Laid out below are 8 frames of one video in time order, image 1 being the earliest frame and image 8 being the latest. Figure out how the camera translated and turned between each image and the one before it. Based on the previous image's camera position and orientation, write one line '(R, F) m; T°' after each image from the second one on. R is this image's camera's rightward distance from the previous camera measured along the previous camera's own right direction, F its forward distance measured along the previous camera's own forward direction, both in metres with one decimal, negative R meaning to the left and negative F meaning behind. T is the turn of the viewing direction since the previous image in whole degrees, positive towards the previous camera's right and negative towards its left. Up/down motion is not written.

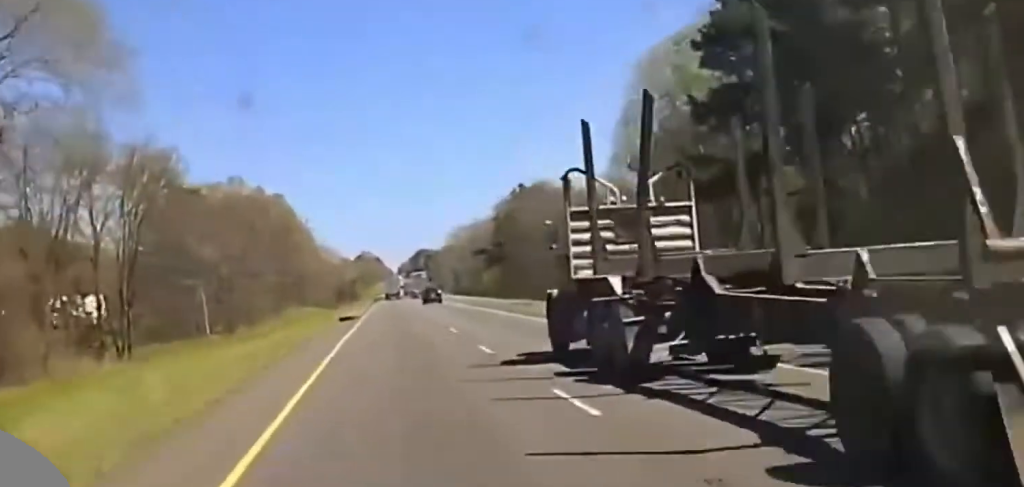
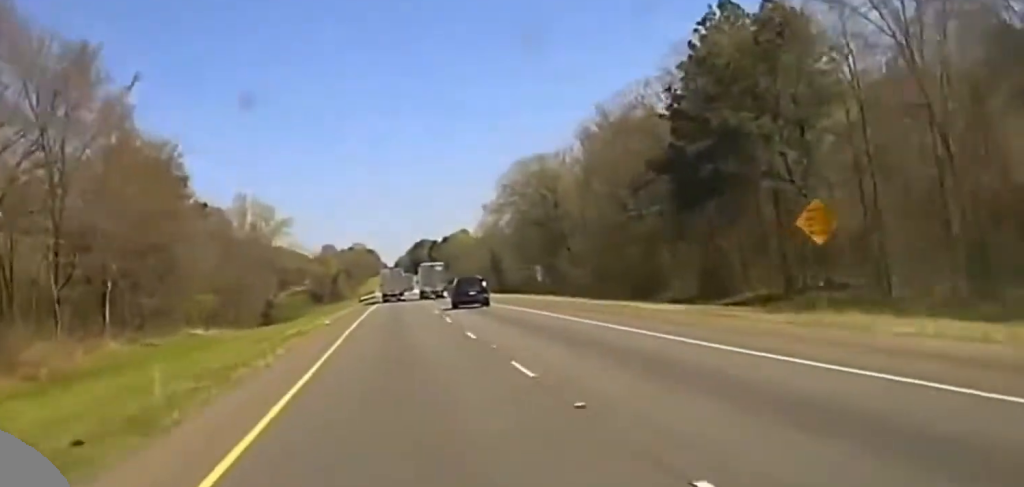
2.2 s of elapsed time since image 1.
(+0.4, +114.4) m; +1°
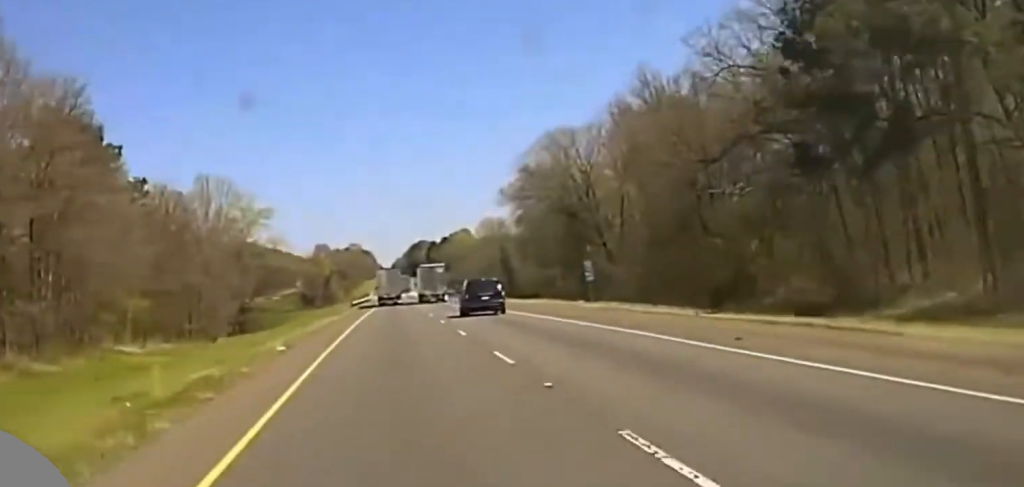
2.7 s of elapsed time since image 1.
(0.0, +21.8) m; 0°
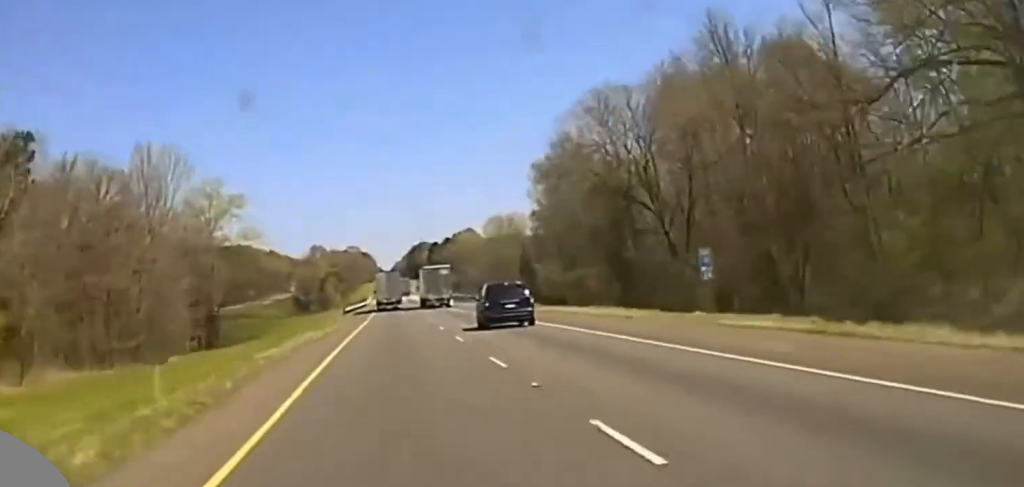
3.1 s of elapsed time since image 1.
(+0.1, +21.7) m; 0°
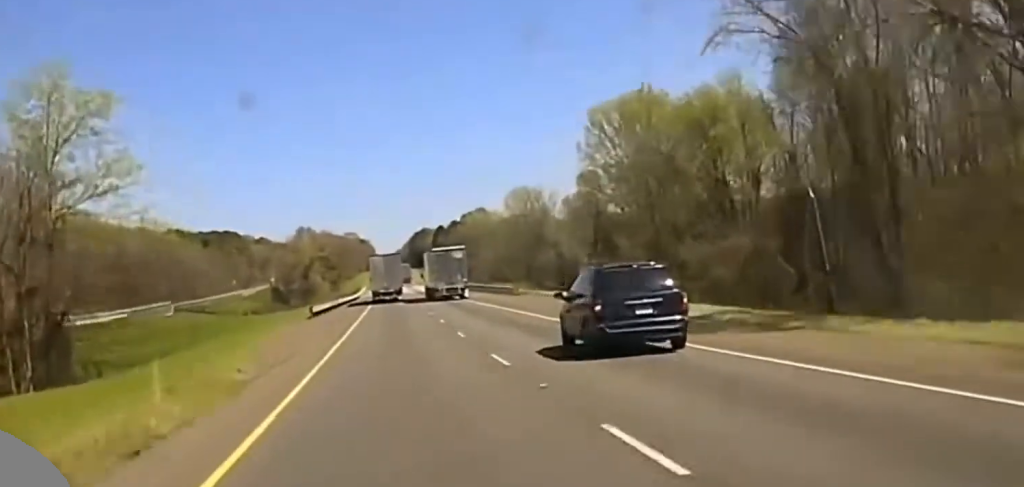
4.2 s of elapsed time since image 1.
(-0.2, +53.3) m; 0°
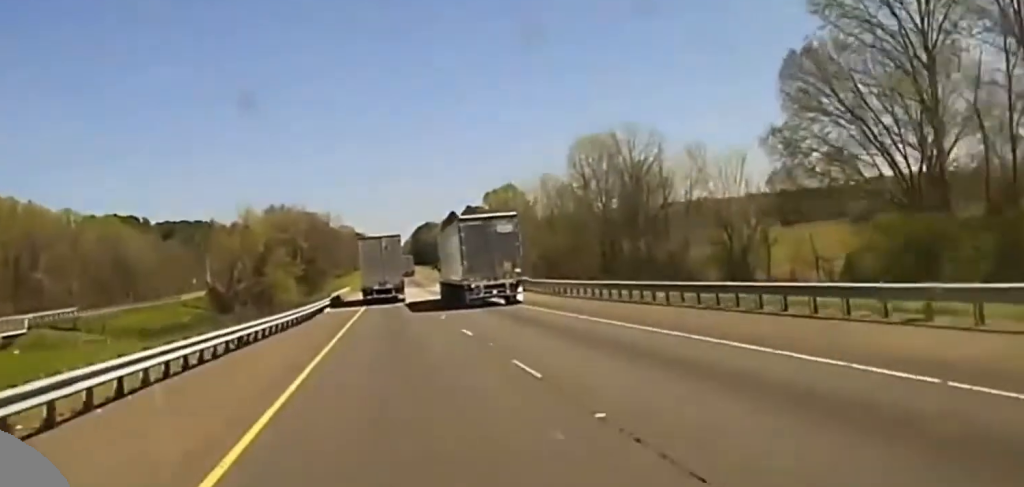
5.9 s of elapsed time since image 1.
(+0.2, +81.4) m; 0°
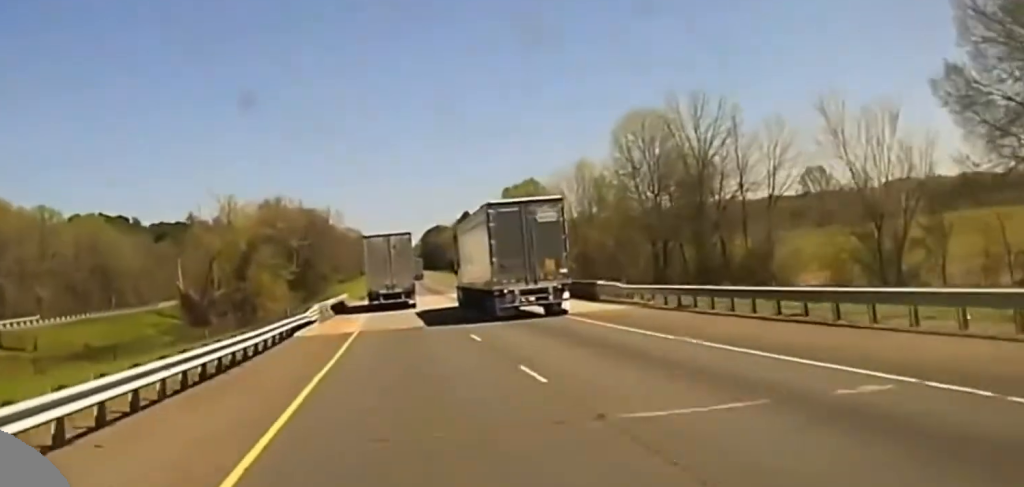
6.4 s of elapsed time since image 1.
(0.0, +22.3) m; 0°
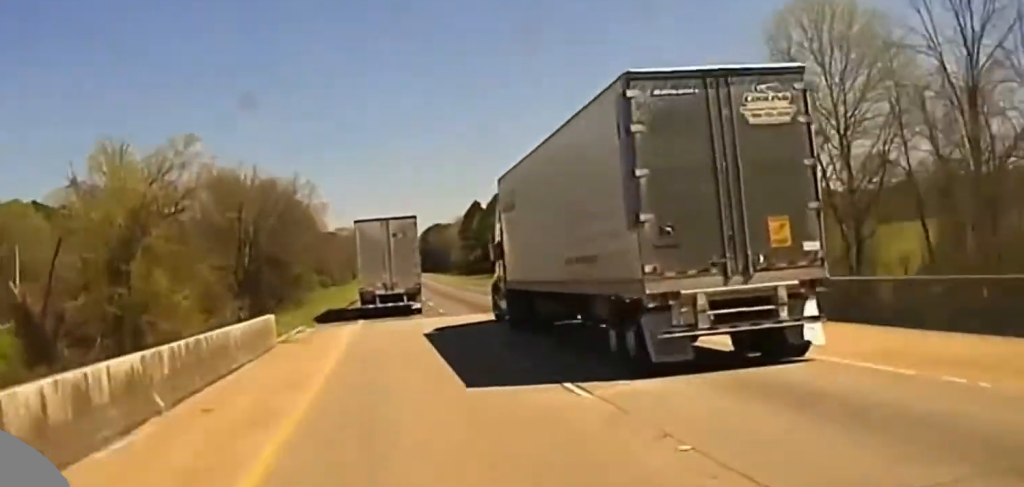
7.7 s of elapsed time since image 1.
(-0.2, +47.0) m; 0°
